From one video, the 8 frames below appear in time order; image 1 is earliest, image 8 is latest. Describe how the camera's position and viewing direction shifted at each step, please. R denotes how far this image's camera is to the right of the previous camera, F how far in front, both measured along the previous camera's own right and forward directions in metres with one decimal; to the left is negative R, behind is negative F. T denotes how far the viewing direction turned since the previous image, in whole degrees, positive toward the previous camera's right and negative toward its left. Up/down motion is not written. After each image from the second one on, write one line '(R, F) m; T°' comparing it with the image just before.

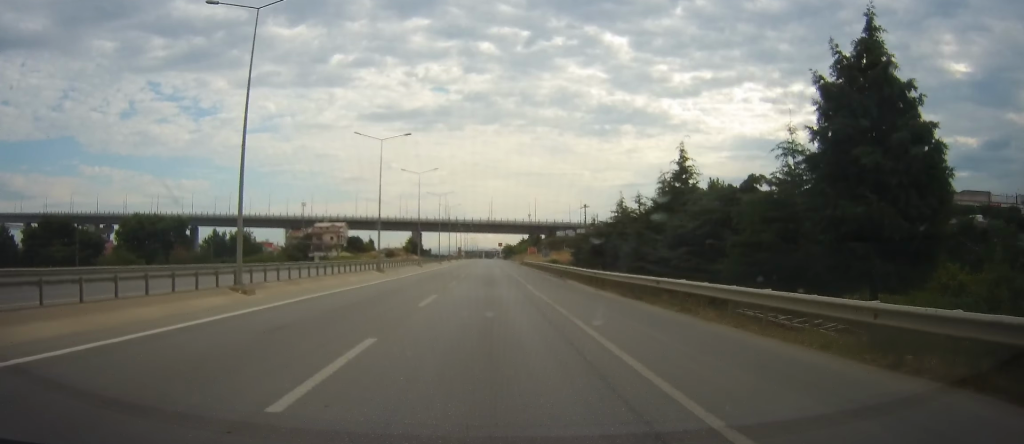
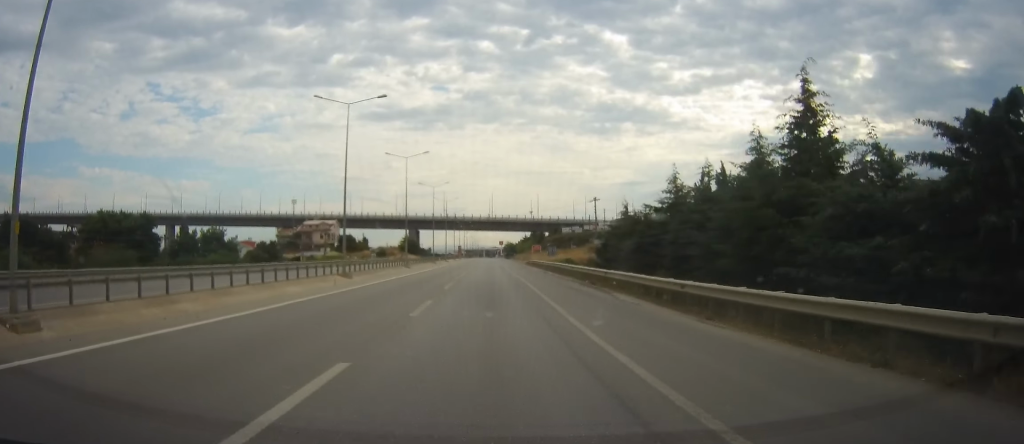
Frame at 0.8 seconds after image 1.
(-0.3, +14.3) m; 0°
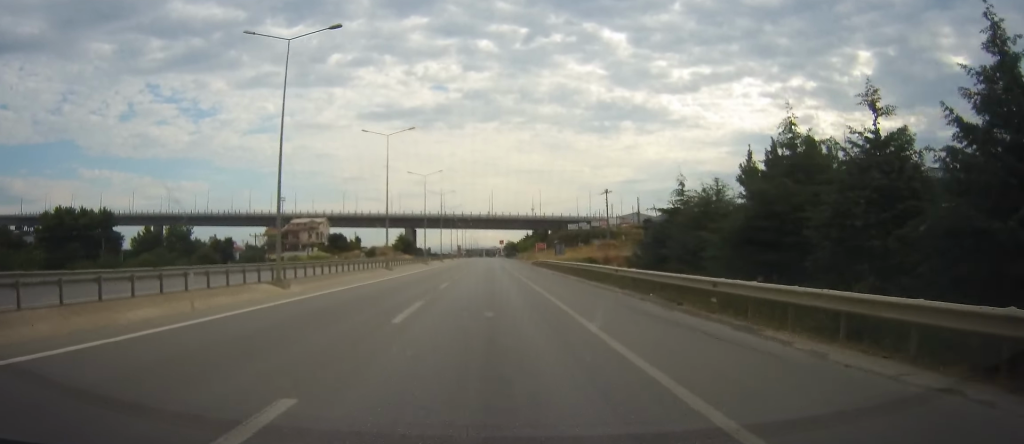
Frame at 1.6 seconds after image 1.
(+0.3, +14.0) m; +1°
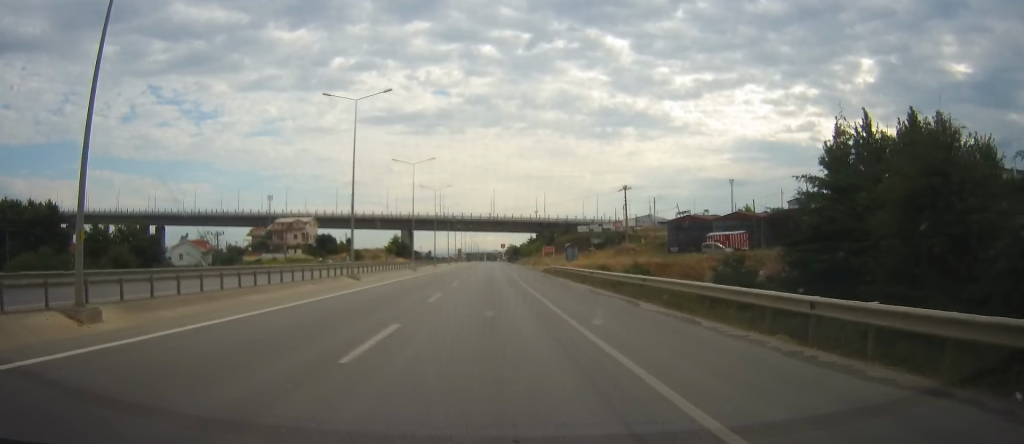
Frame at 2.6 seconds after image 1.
(+0.1, +16.6) m; 0°
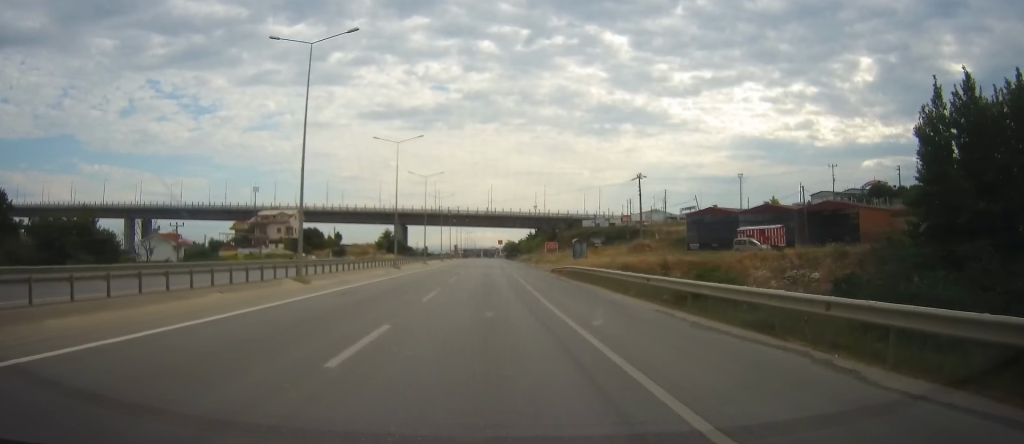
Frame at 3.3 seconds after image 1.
(-0.1, +12.4) m; 0°
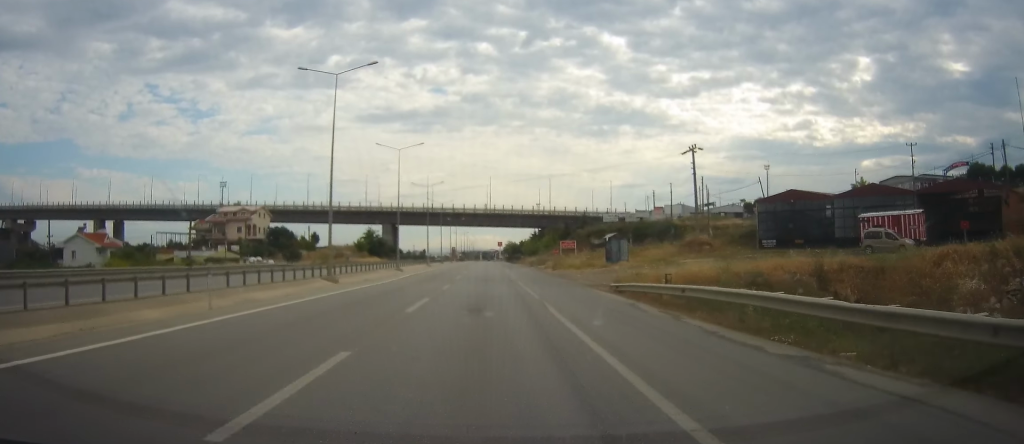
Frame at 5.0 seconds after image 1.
(+0.5, +28.2) m; +1°
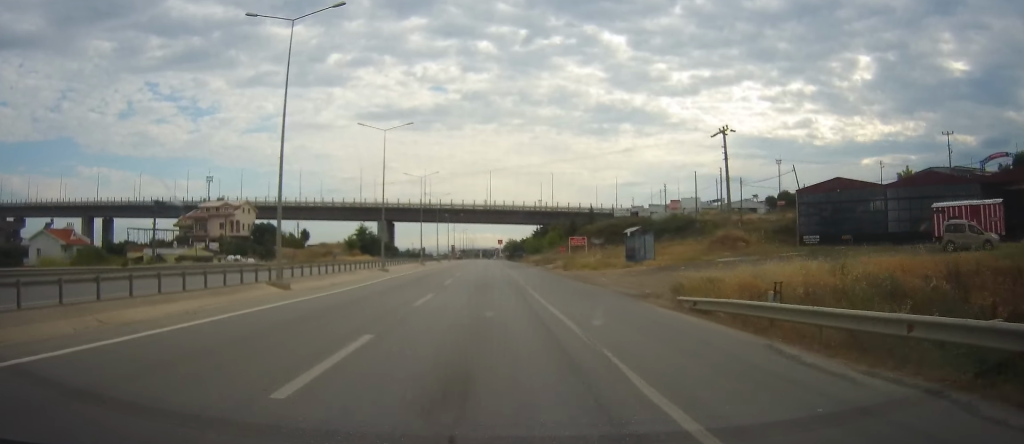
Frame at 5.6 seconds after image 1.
(-0.1, +9.8) m; -1°
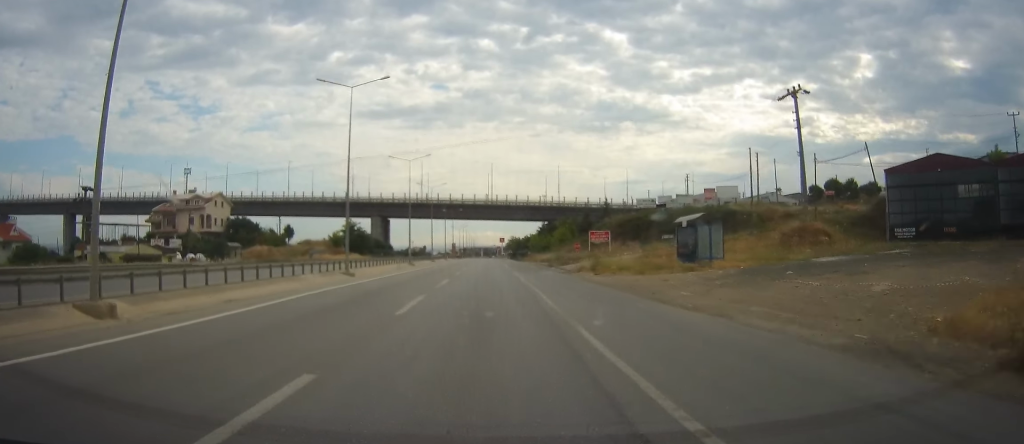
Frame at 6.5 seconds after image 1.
(-0.2, +16.2) m; -1°
